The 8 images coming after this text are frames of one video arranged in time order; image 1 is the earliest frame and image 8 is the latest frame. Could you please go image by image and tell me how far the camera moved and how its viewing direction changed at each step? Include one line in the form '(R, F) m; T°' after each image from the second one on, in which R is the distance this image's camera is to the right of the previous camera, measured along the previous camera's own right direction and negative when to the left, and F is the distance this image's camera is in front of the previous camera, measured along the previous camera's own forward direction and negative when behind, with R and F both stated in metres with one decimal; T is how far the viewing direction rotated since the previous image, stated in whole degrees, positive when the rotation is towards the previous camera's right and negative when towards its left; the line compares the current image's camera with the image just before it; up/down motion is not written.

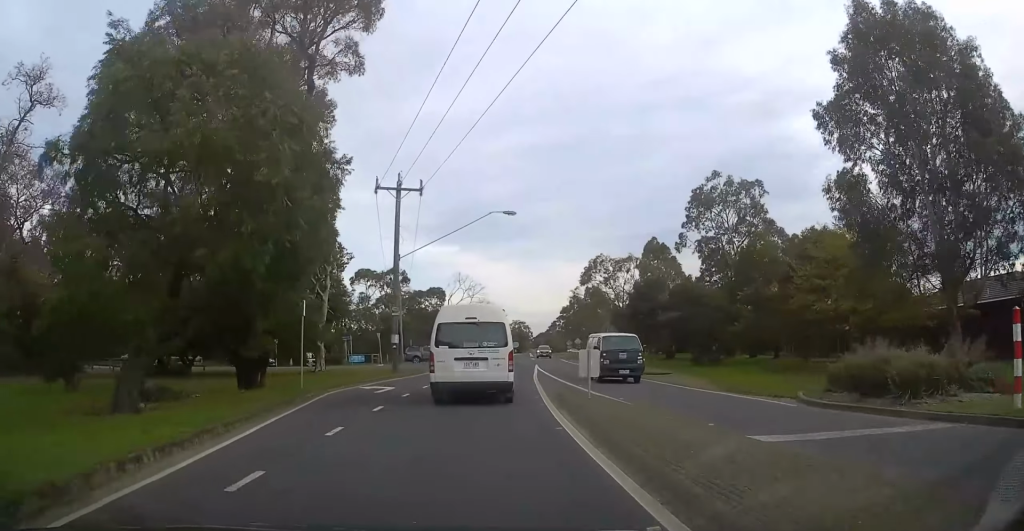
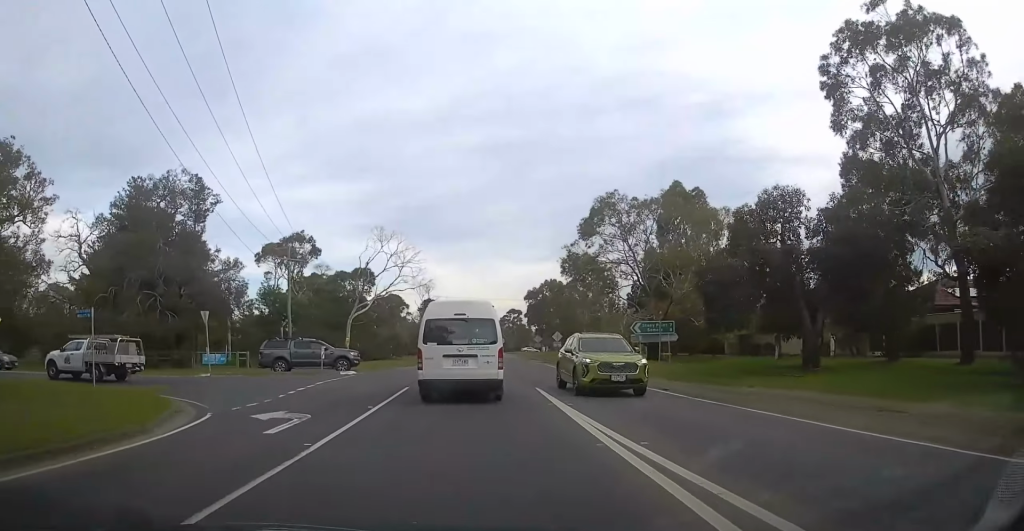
(+1.4, +31.2) m; +5°
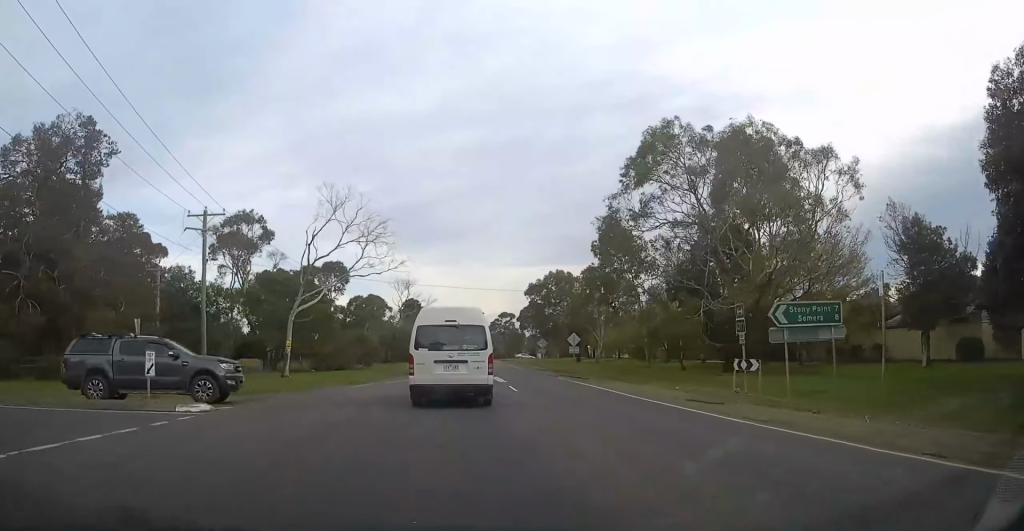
(0.0, +17.3) m; +1°
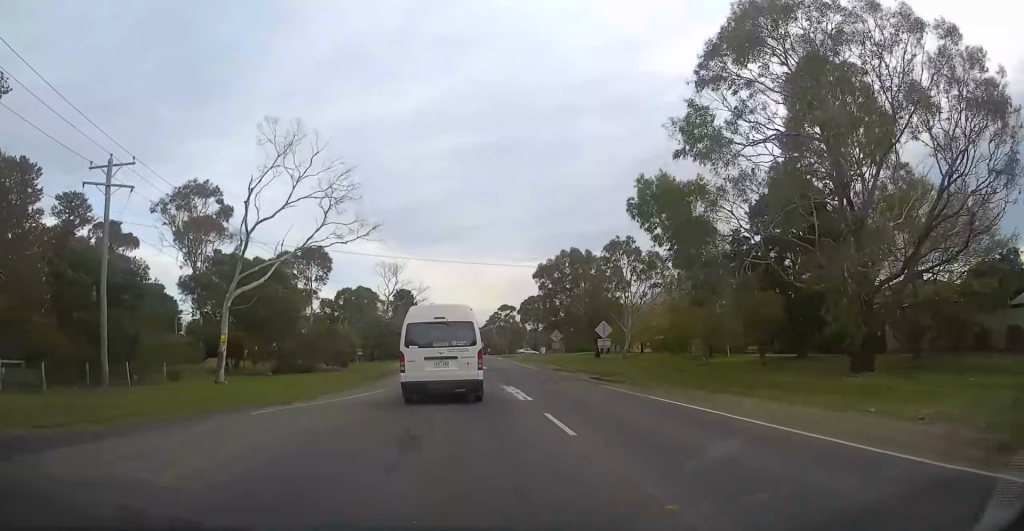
(+0.3, +11.3) m; +1°
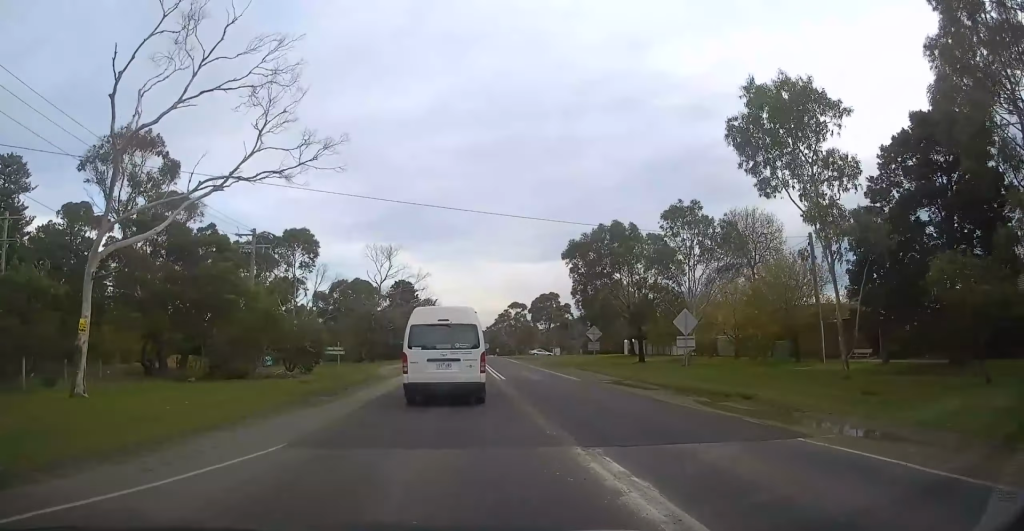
(-0.2, +13.7) m; -1°
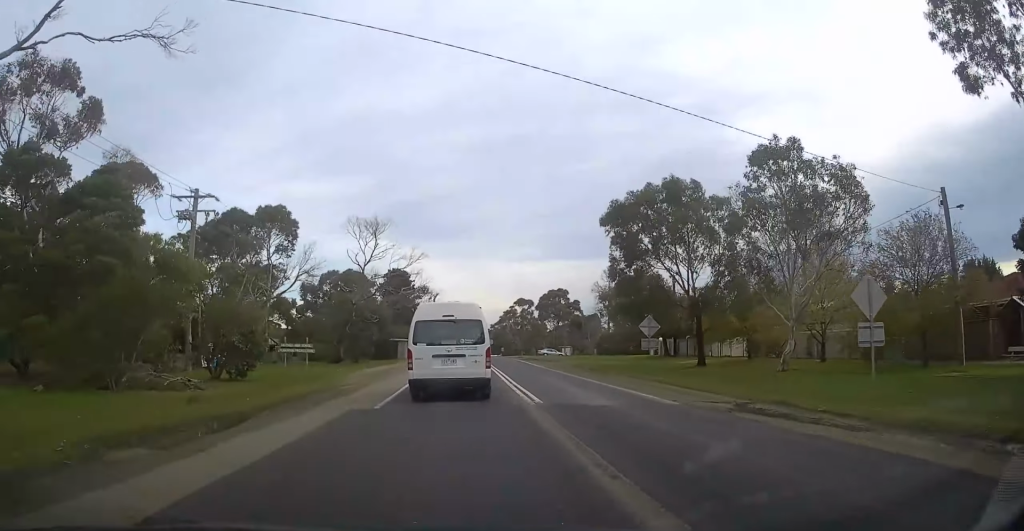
(0.0, +11.8) m; -1°
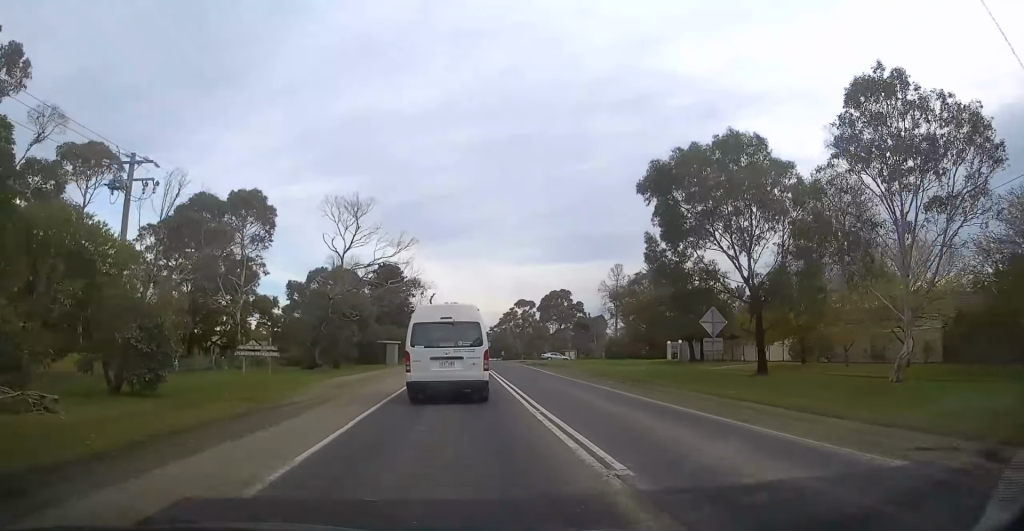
(-0.2, +8.2) m; 0°
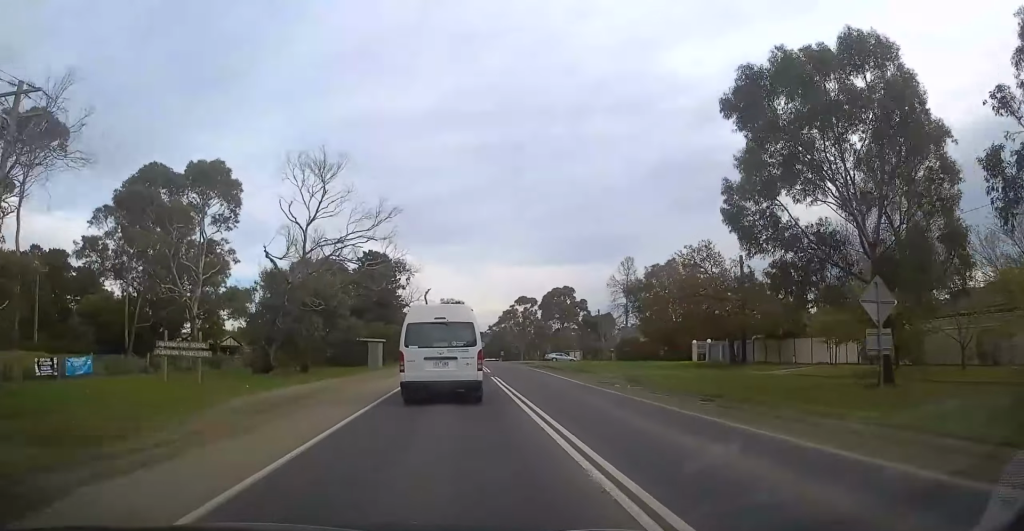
(-0.2, +9.2) m; 0°
